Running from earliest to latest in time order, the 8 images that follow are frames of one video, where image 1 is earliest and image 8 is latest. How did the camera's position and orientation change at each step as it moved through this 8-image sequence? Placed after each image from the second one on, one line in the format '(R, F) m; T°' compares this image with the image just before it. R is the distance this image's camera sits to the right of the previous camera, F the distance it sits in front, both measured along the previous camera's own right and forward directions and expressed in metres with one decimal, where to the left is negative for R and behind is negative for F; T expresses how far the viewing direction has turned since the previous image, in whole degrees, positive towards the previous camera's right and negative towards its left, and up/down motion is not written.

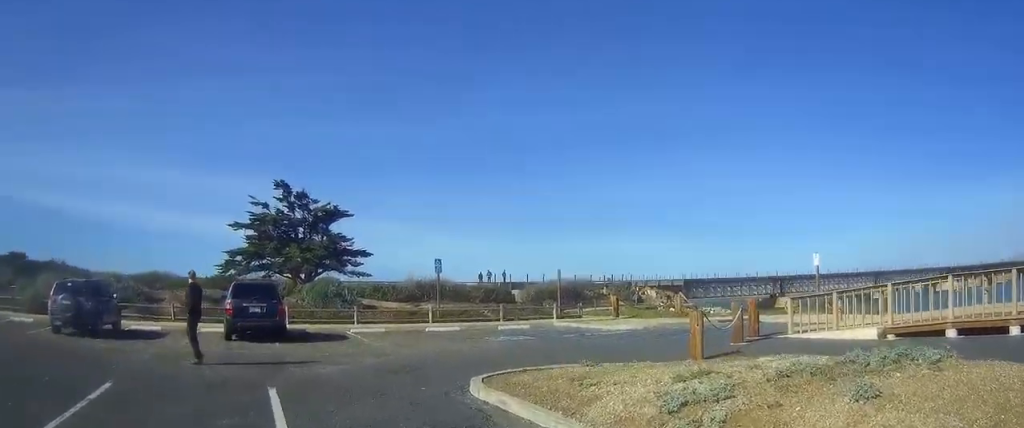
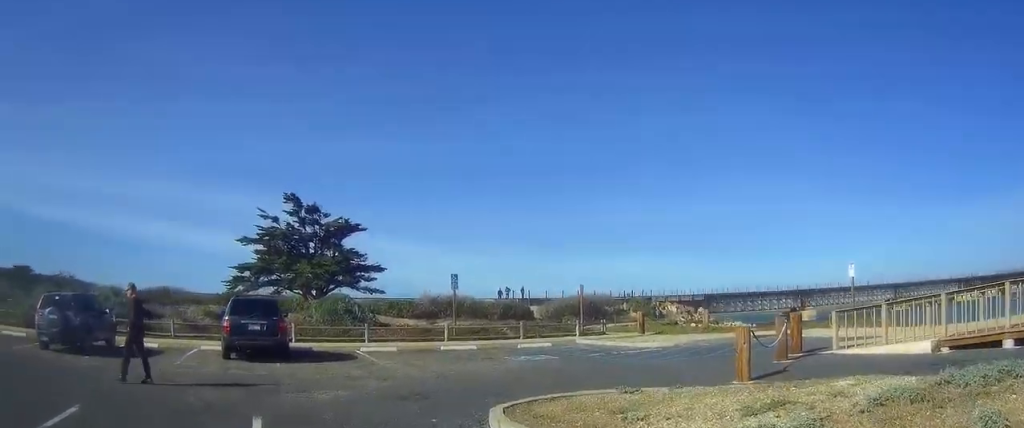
(-0.1, +1.4) m; -6°
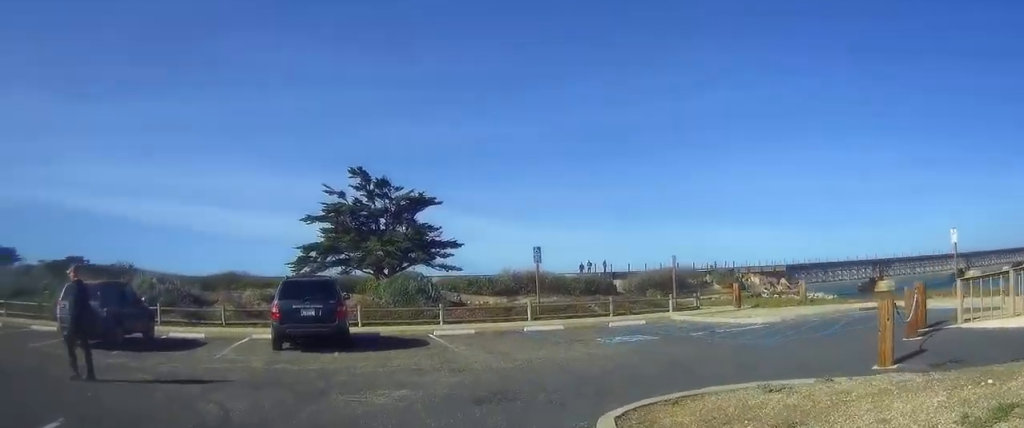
(-0.1, +2.2) m; -17°
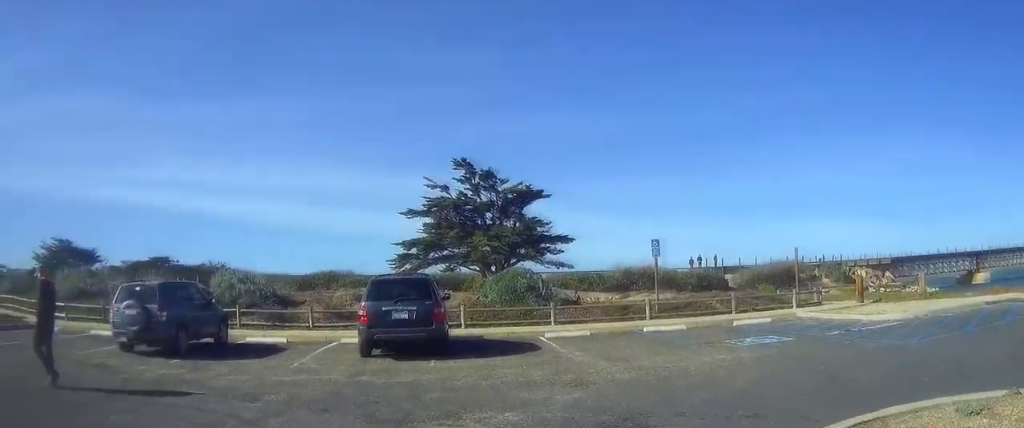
(-0.5, +1.8) m; -16°
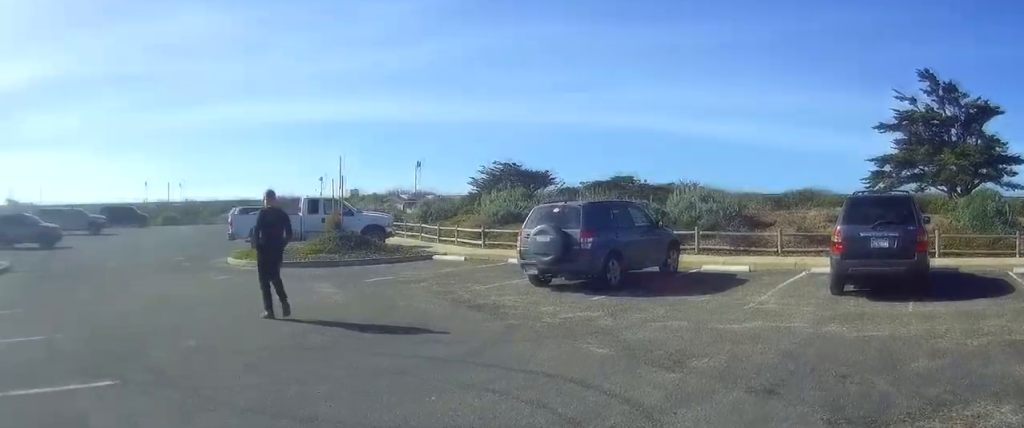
(-0.3, +2.7) m; -16°
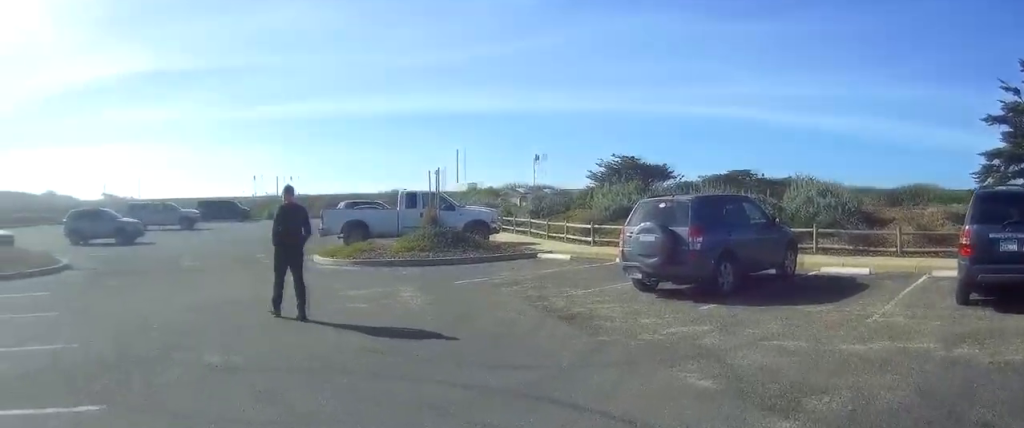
(-0.1, +1.4) m; -12°
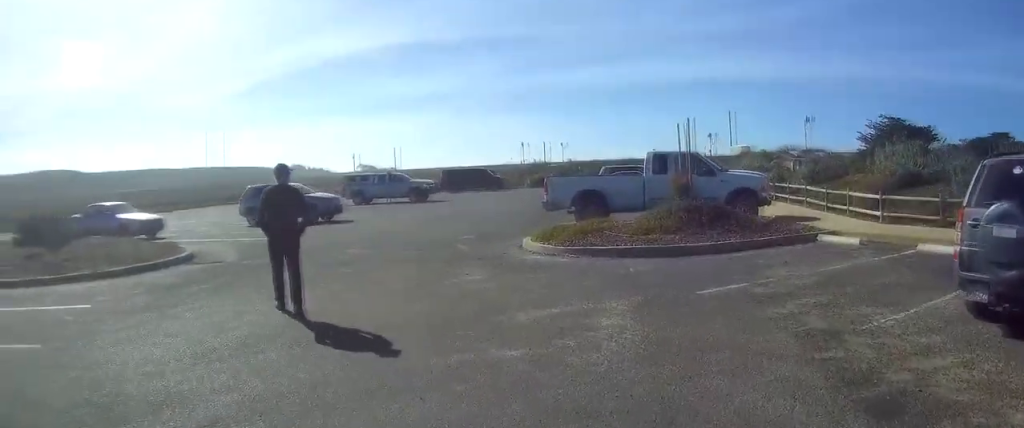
(-0.4, +5.6) m; -10°
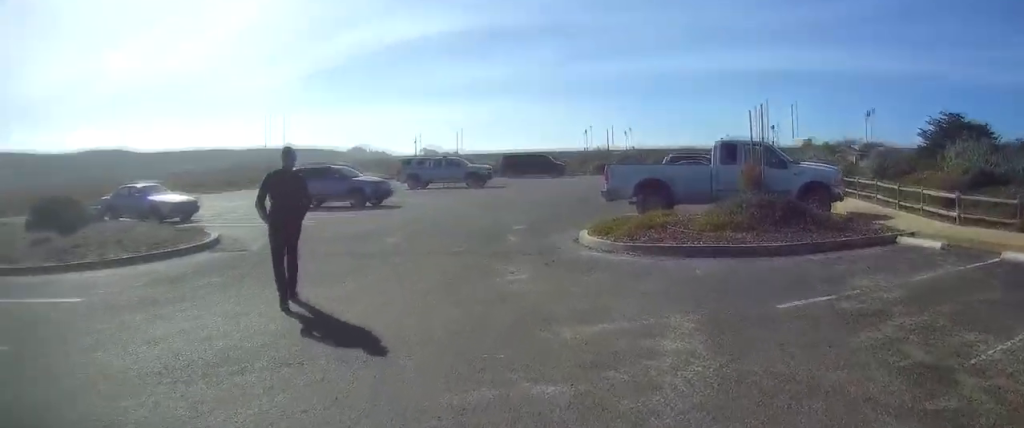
(-0.2, +1.6) m; -10°
